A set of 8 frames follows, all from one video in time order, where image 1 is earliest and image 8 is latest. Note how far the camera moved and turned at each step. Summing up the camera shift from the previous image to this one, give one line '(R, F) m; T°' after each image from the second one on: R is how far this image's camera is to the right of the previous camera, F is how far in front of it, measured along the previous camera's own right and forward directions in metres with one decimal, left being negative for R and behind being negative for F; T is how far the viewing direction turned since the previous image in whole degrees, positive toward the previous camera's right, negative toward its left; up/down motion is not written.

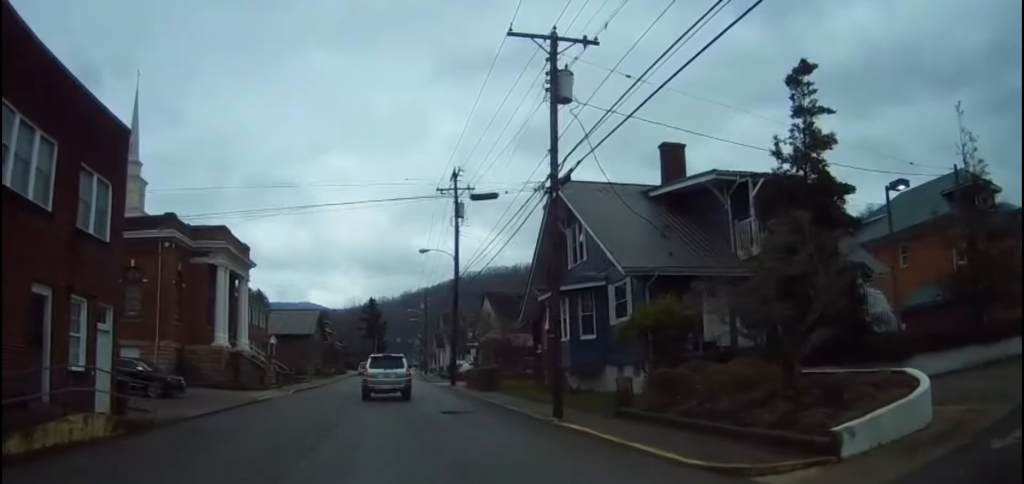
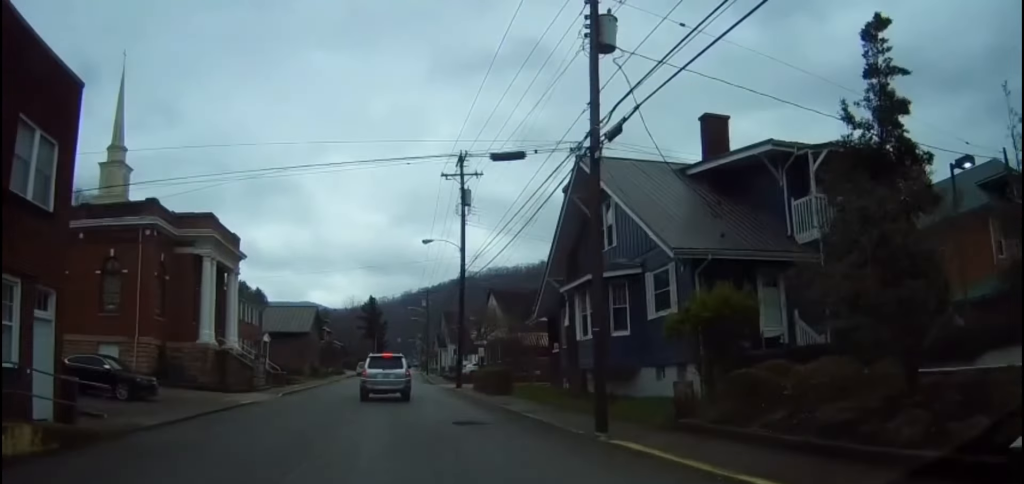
(0.0, +3.2) m; -1°
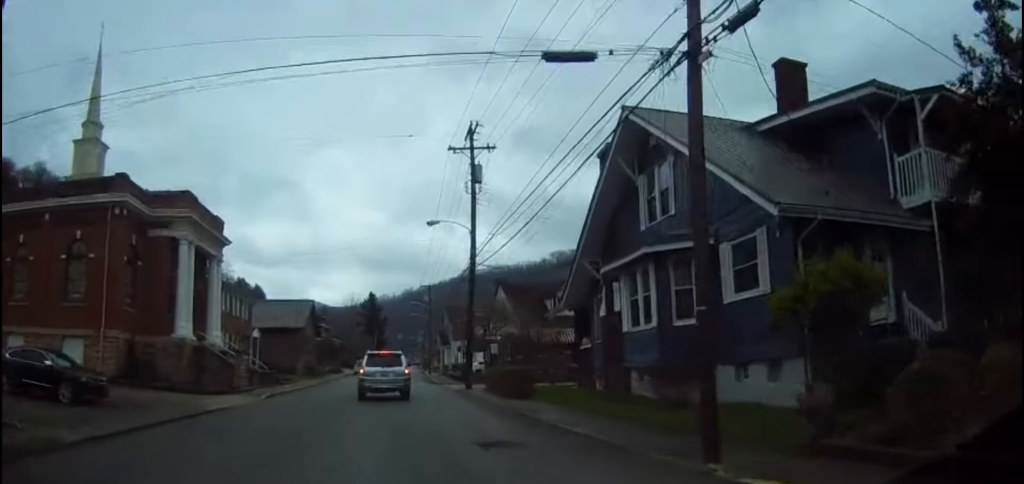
(+0.1, +4.4) m; -3°
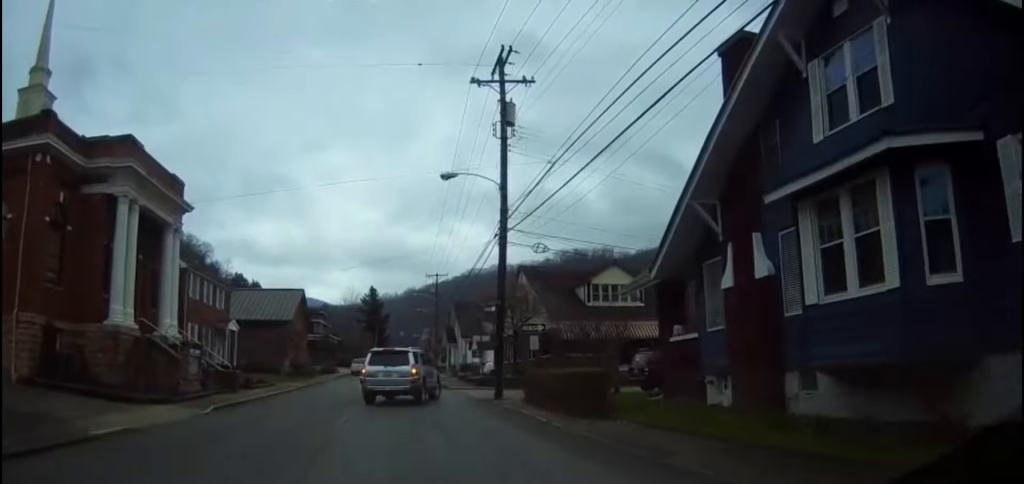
(-0.4, +8.4) m; +1°
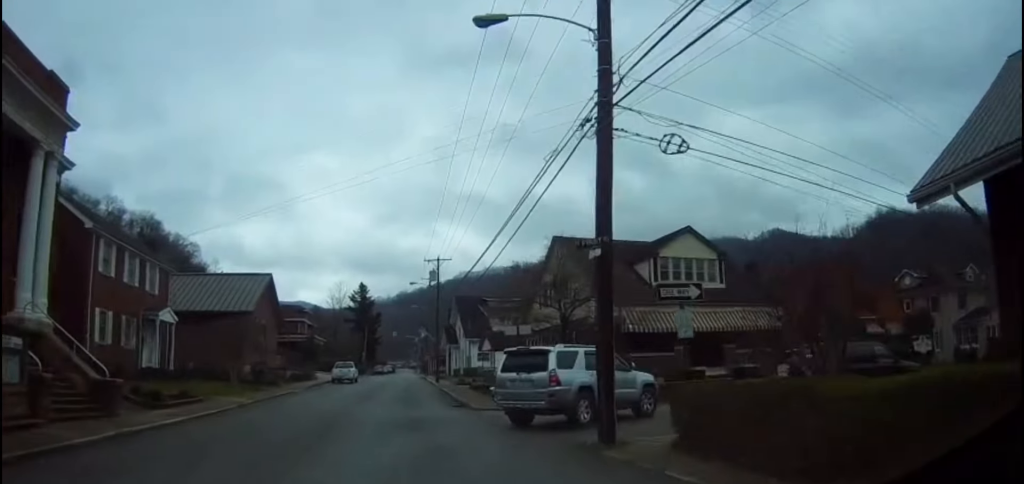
(+0.9, +12.9) m; +4°
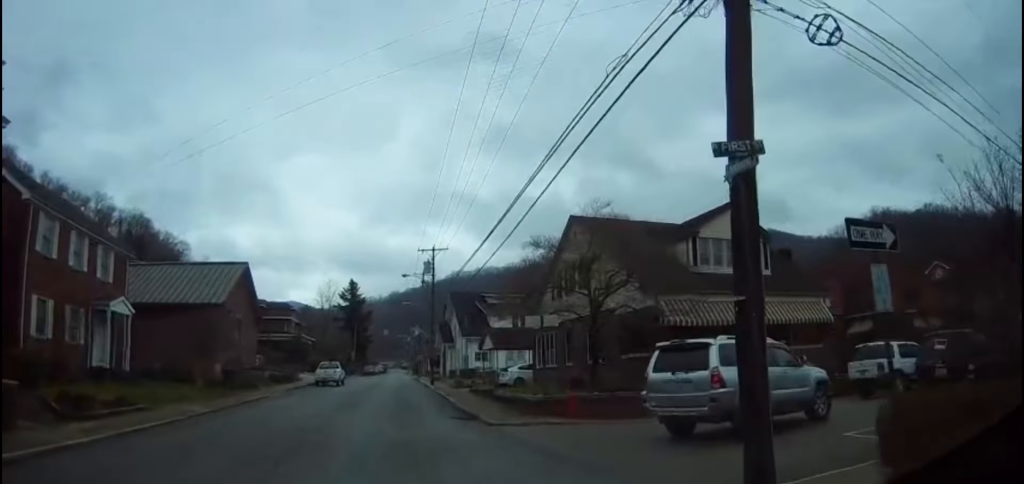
(0.0, +5.1) m; 0°
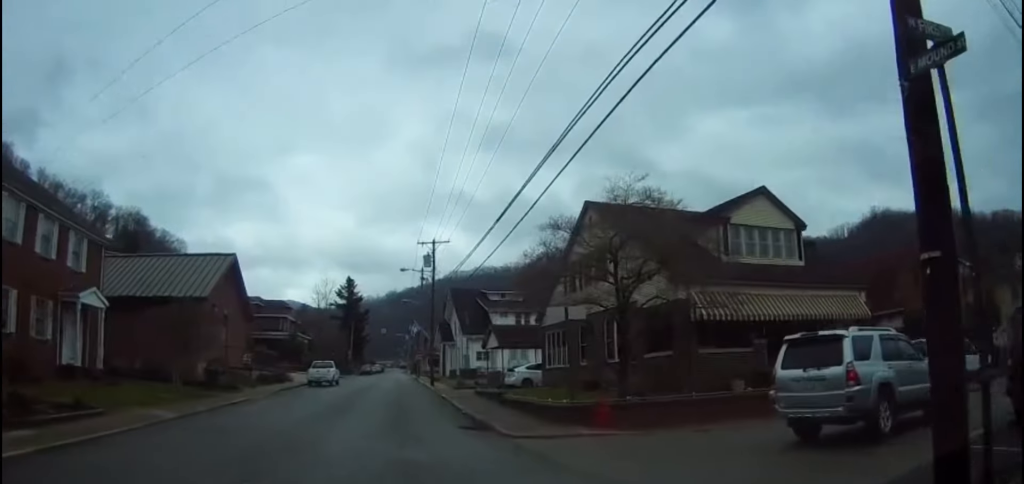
(0.0, +2.7) m; 0°
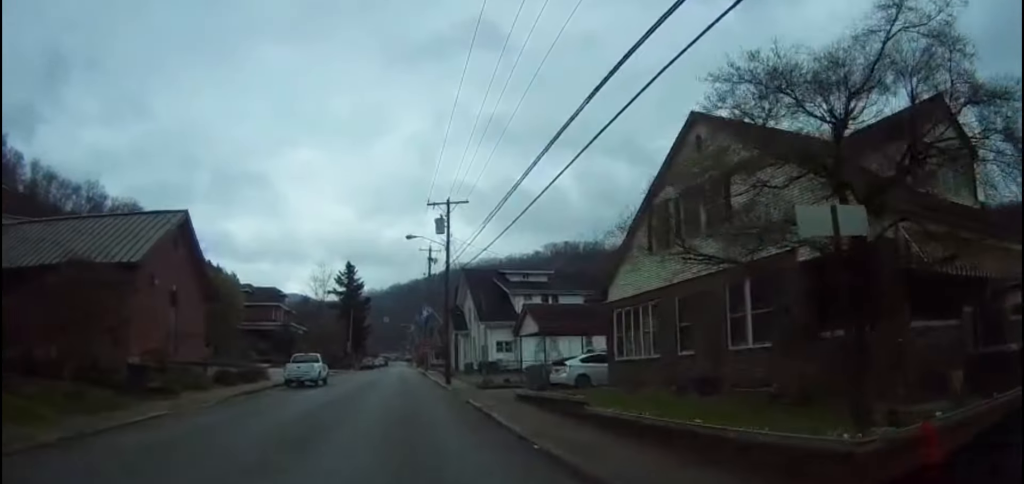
(0.0, +9.7) m; -1°
